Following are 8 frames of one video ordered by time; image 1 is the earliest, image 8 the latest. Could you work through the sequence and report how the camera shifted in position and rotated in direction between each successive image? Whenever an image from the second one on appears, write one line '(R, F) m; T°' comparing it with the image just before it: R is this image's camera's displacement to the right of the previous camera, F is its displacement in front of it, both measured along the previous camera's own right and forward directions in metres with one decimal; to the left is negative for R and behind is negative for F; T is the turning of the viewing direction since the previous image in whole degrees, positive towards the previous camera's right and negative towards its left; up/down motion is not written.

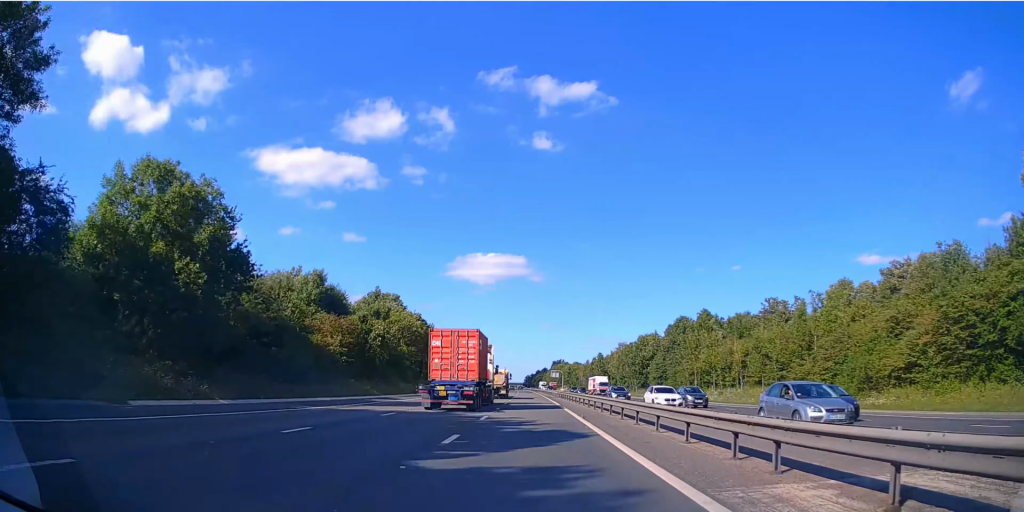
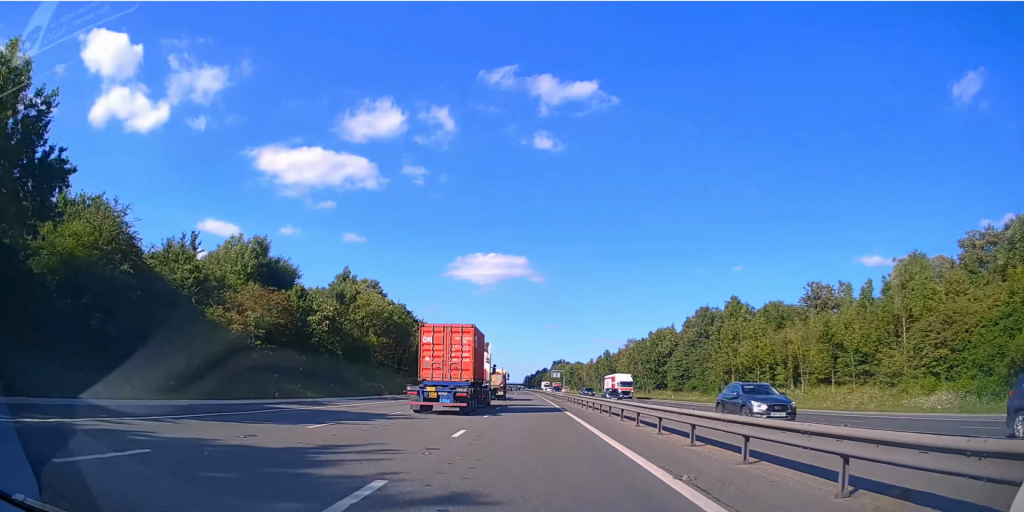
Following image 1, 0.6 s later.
(0.0, +16.8) m; 0°
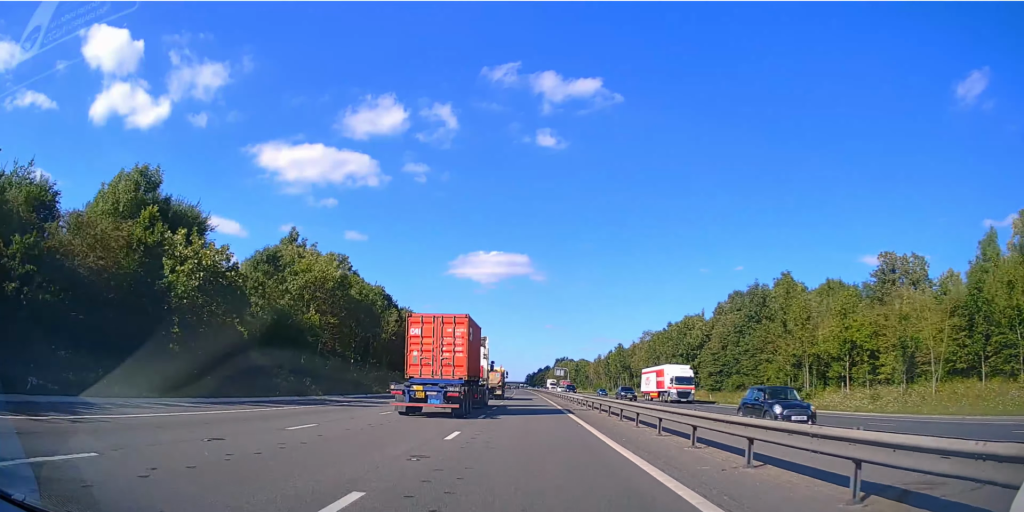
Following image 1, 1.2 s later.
(0.0, +19.8) m; 0°
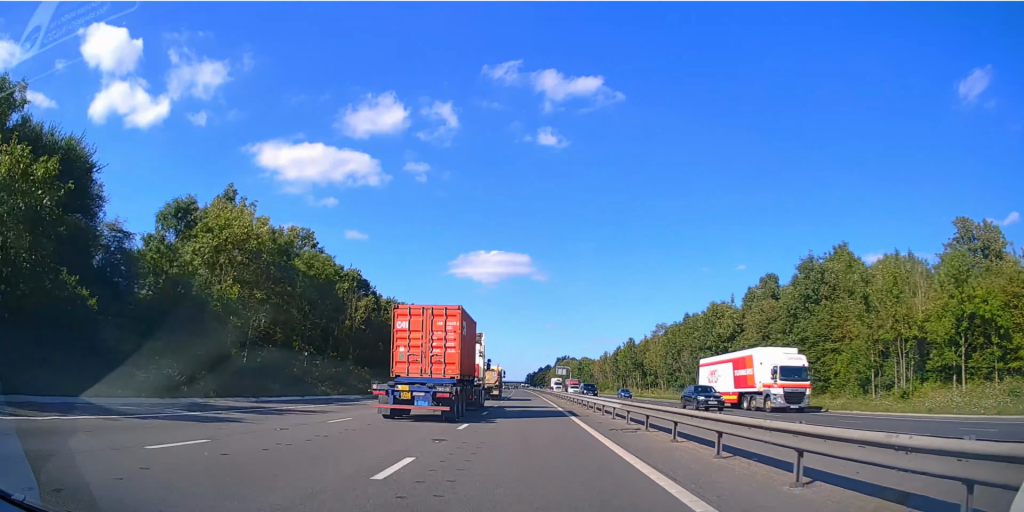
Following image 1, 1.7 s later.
(0.0, +14.8) m; 0°
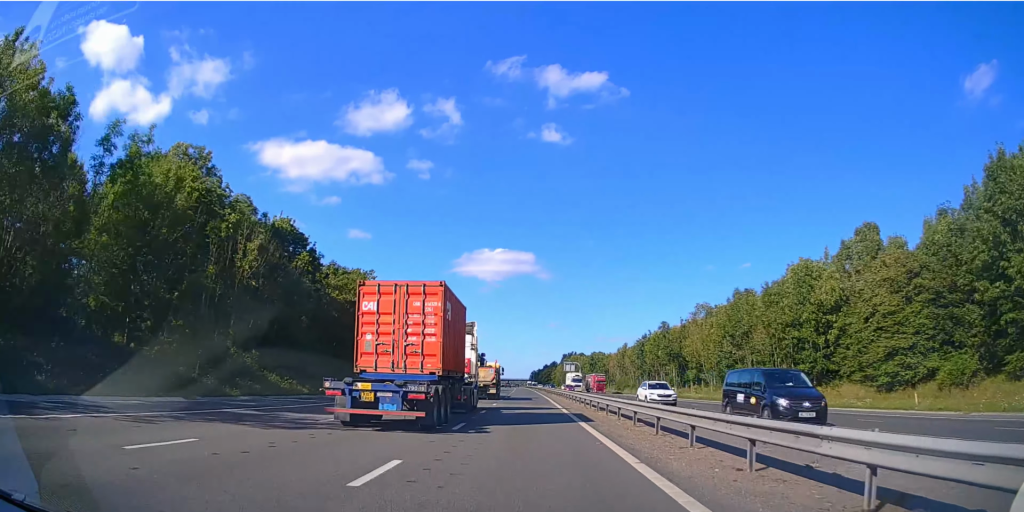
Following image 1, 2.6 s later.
(0.0, +26.7) m; 0°
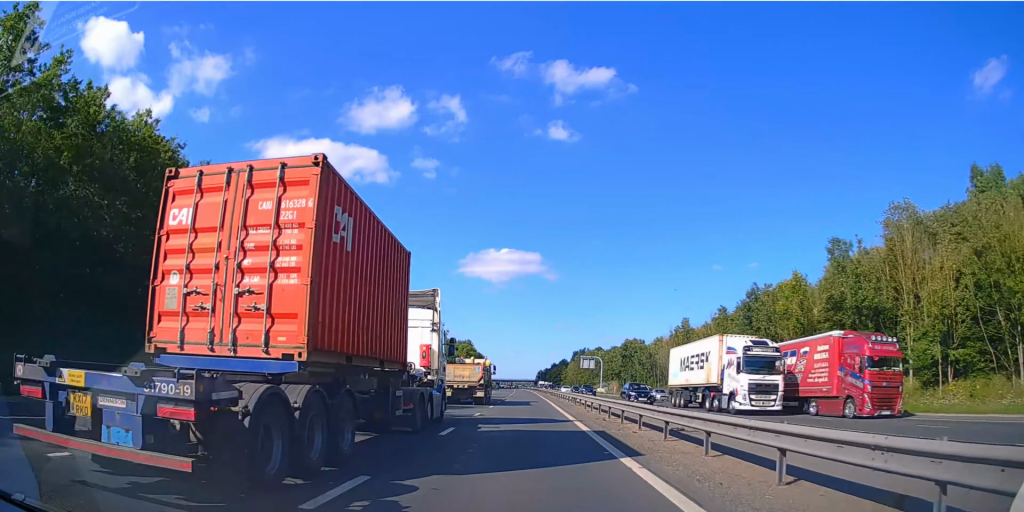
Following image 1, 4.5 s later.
(-0.4, +56.2) m; -1°
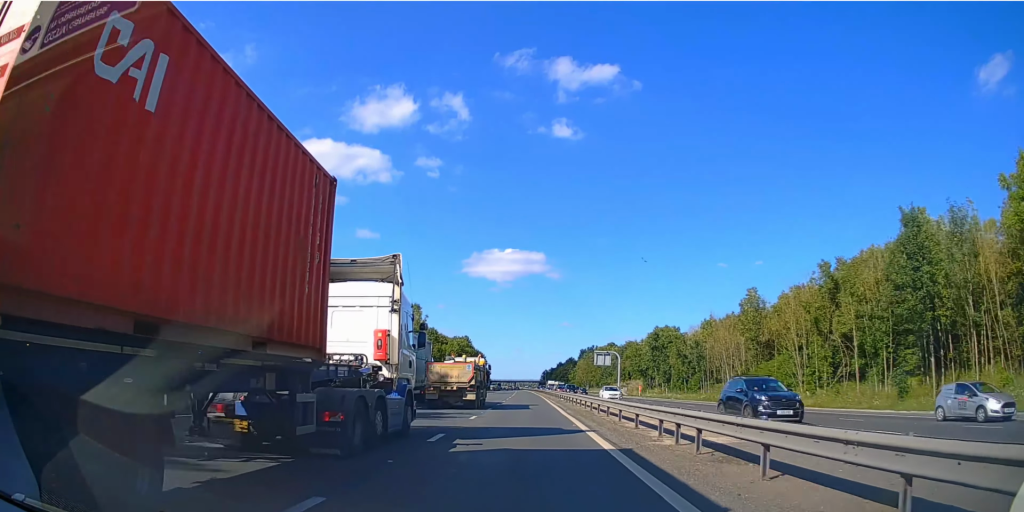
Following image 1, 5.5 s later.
(0.0, +28.5) m; 0°
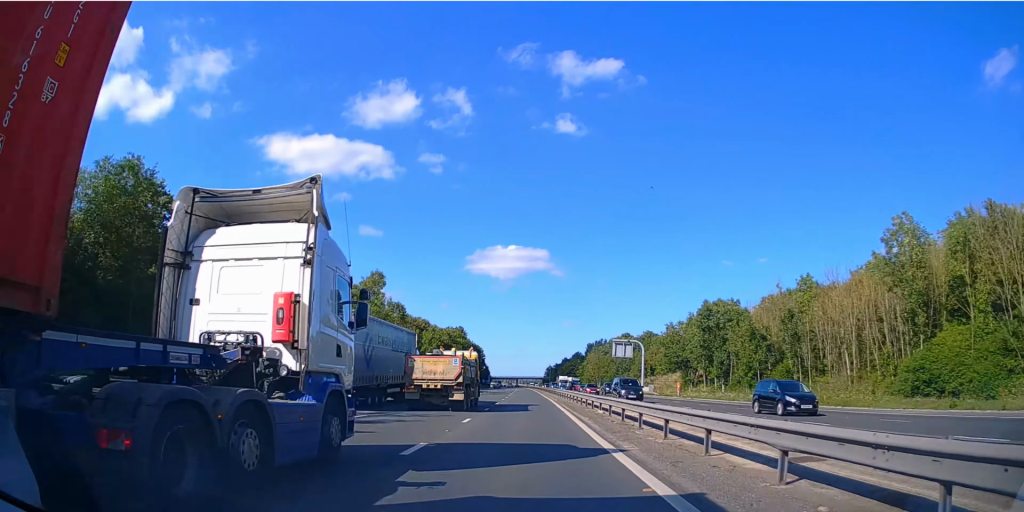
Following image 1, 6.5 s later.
(-0.1, +28.7) m; 0°
